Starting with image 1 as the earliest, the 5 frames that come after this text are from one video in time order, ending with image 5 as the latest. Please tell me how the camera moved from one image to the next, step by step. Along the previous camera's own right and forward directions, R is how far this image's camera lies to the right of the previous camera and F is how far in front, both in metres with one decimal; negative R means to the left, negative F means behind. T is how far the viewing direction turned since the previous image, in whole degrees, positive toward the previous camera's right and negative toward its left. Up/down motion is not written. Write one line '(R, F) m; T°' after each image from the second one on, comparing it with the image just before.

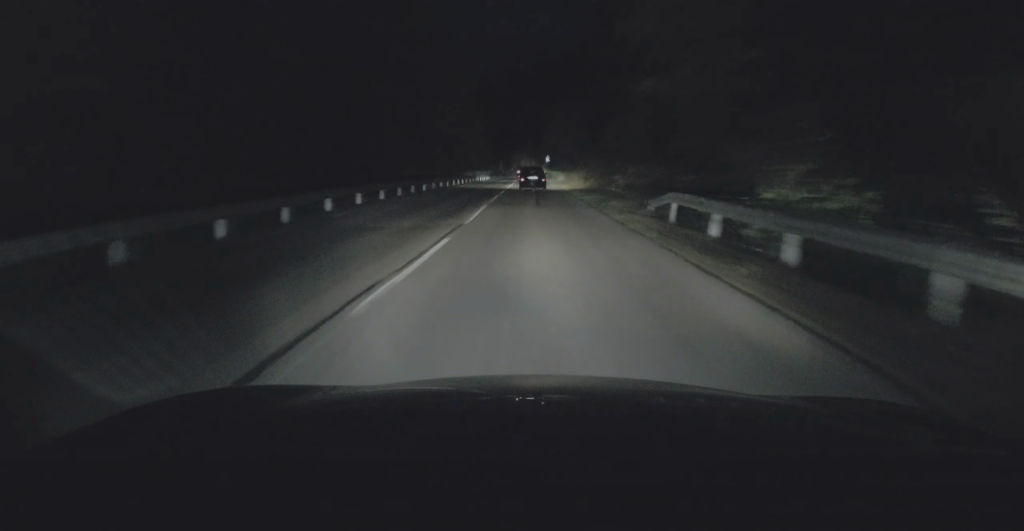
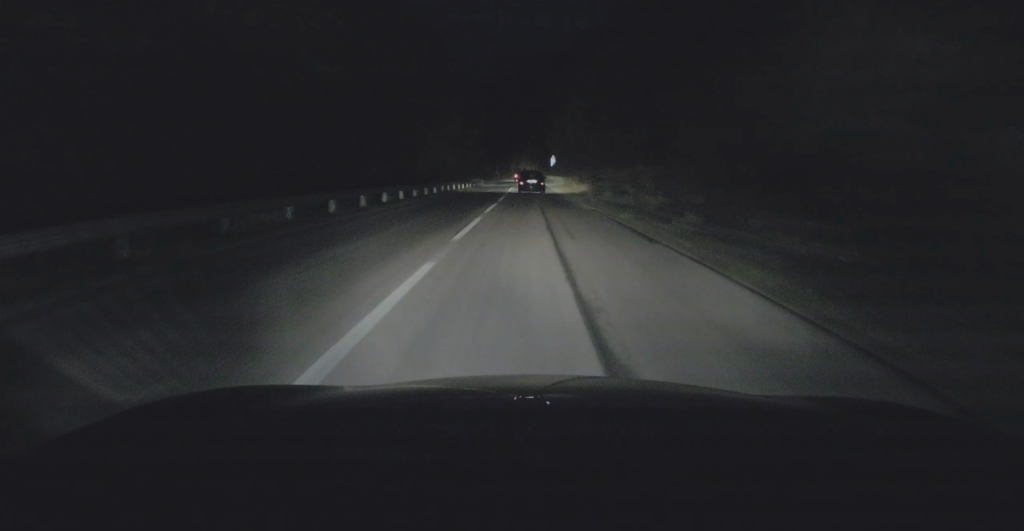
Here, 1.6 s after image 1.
(-0.4, +30.0) m; -1°
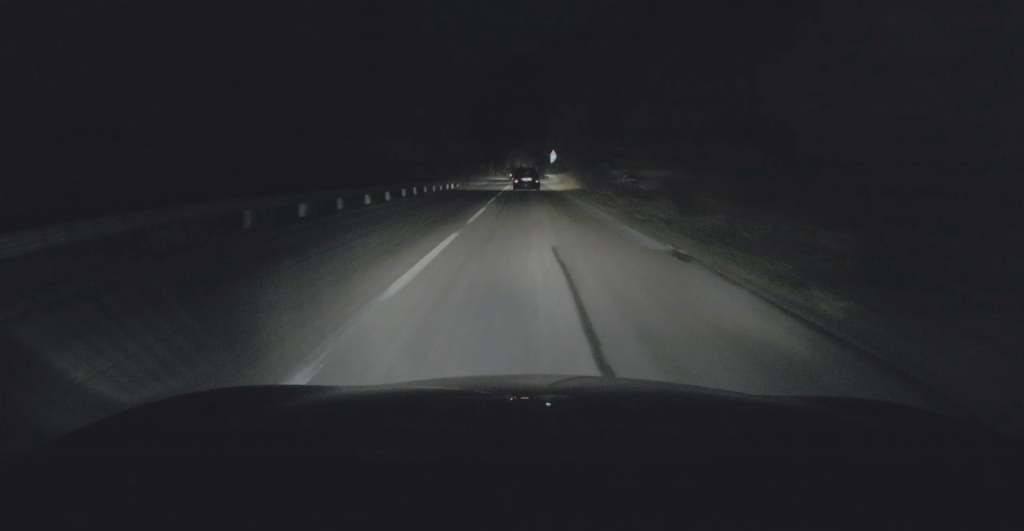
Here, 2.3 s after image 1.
(-0.1, +14.0) m; +1°
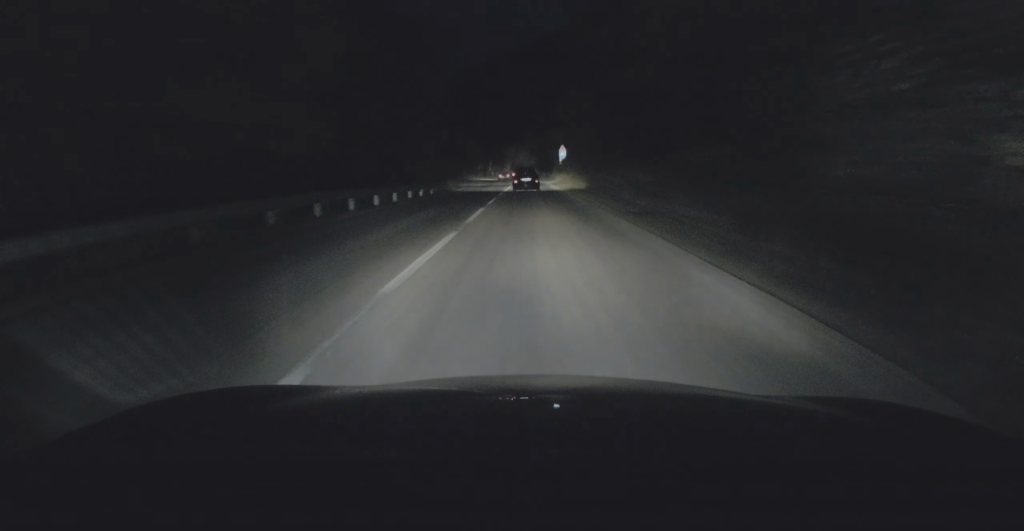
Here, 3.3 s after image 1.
(+0.2, +17.7) m; -1°
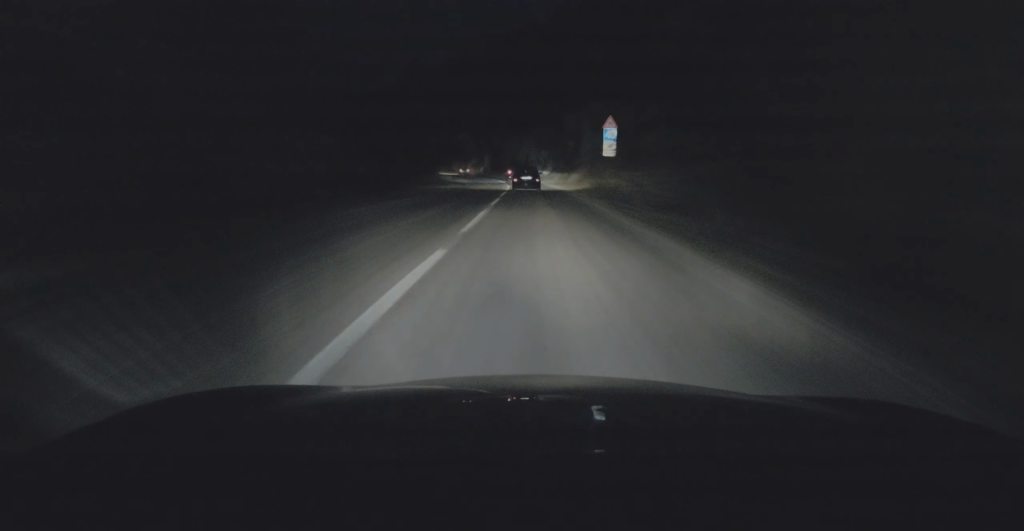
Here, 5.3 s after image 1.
(-0.6, +38.5) m; 0°
